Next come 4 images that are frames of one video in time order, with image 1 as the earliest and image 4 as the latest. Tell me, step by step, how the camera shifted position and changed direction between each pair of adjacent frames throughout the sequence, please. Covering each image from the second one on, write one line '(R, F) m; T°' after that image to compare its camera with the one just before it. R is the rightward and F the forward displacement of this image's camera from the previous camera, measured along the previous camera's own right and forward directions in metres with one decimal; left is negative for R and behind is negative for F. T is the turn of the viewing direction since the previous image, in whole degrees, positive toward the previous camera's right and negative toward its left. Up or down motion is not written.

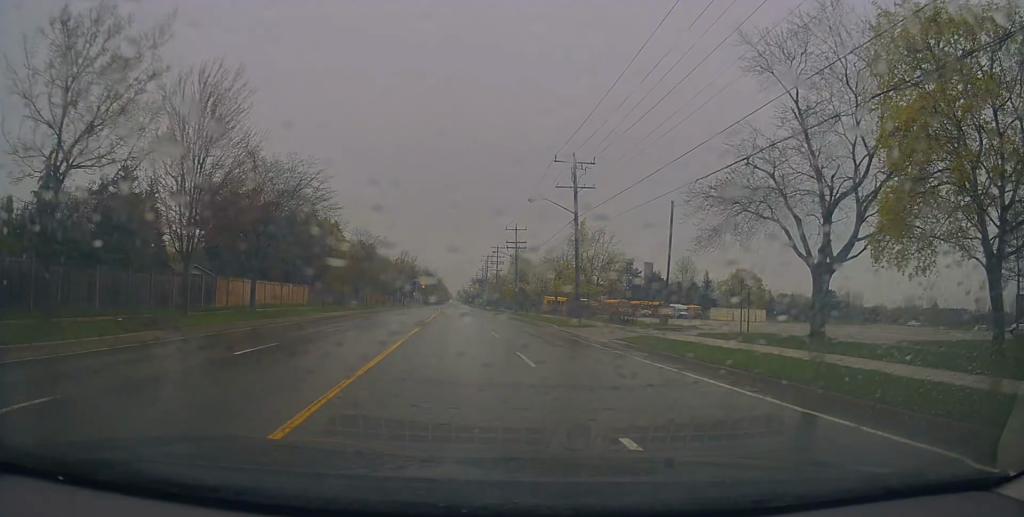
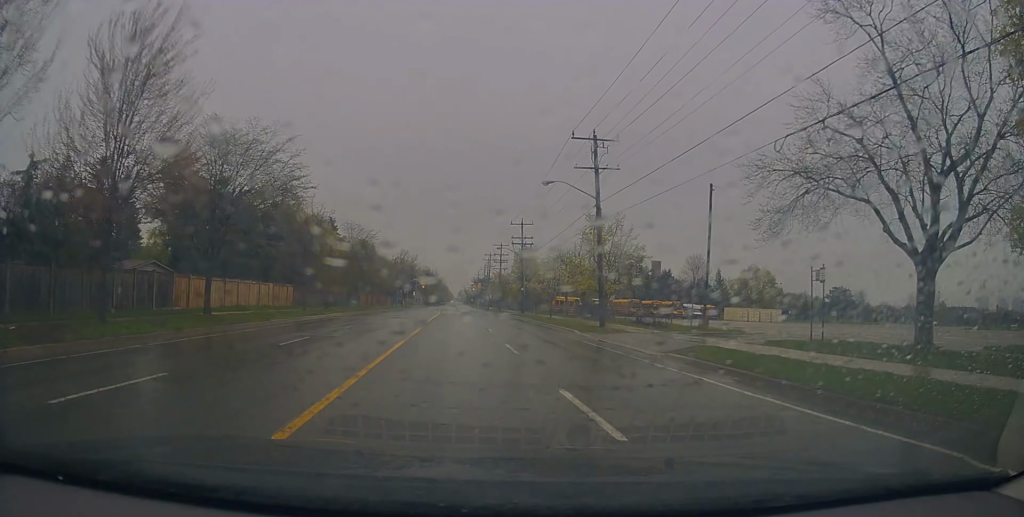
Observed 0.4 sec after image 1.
(-0.3, +6.1) m; -1°
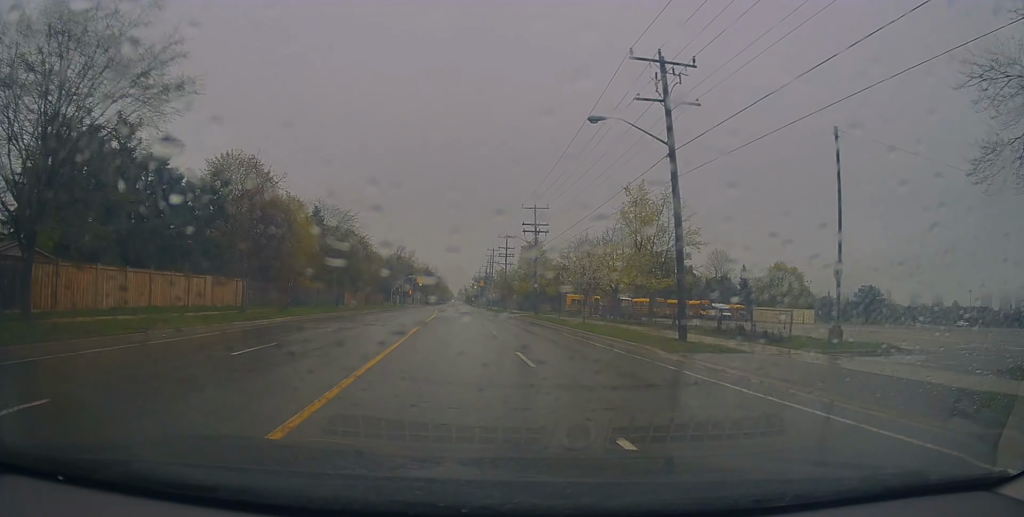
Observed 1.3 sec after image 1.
(-0.2, +11.9) m; 0°
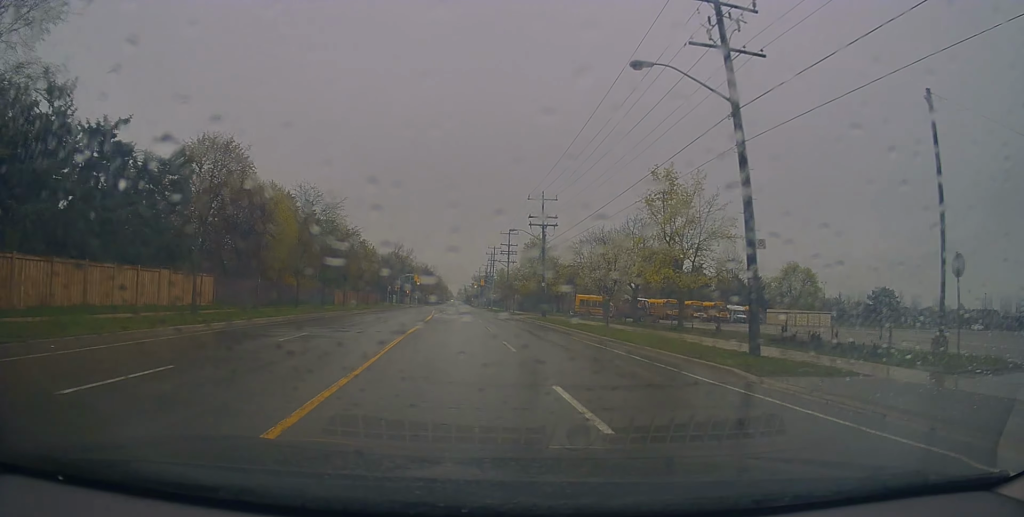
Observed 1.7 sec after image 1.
(0.0, +5.6) m; +1°
